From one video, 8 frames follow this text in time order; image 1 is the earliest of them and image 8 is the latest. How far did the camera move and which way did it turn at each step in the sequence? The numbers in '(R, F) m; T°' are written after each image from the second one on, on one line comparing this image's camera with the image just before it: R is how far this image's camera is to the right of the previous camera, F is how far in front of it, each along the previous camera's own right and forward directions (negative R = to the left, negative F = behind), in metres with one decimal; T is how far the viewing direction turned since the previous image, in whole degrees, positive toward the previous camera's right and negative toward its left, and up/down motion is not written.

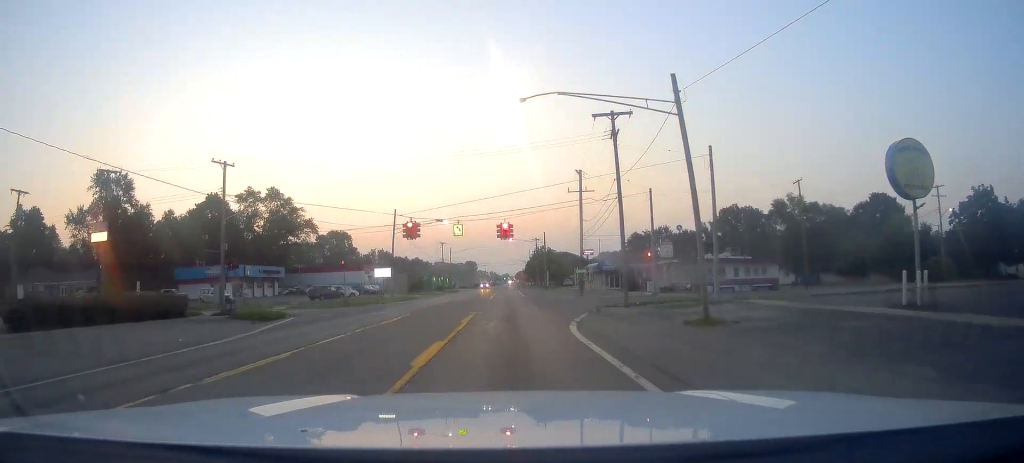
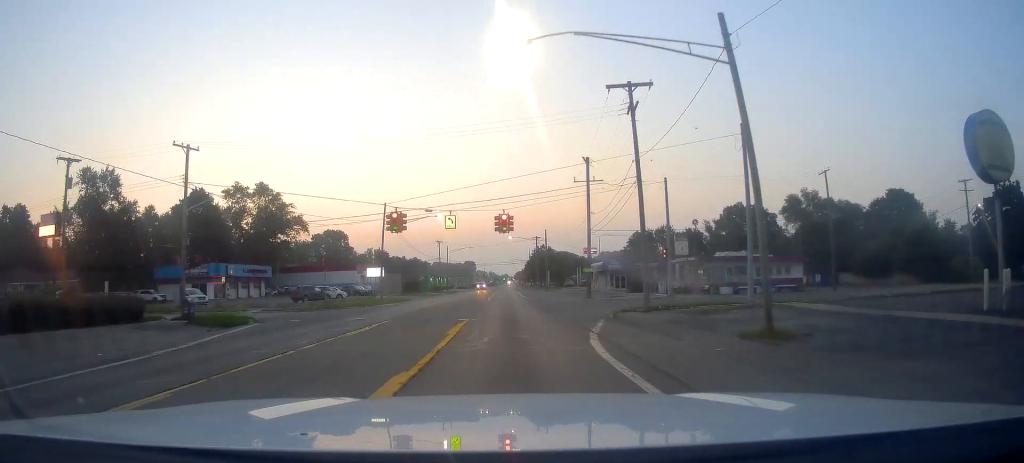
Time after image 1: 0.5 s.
(-0.1, +5.3) m; 0°
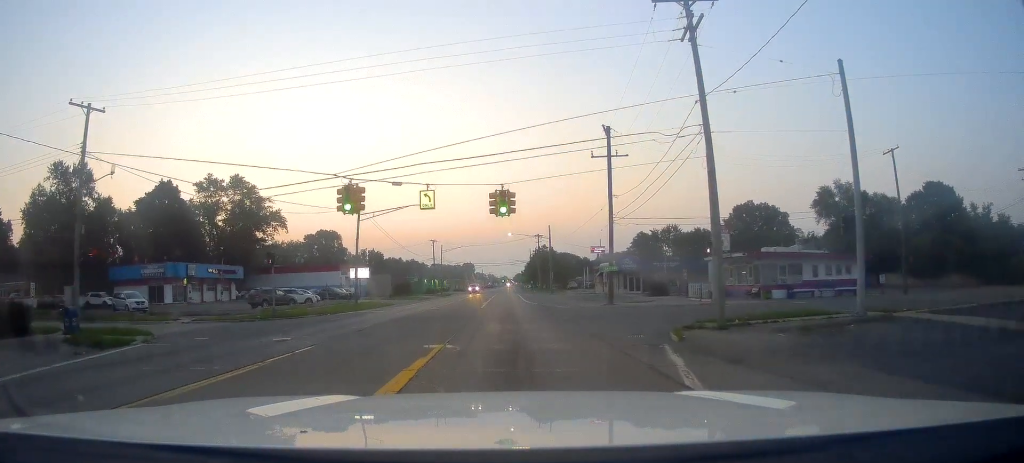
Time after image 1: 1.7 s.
(0.0, +10.7) m; +3°
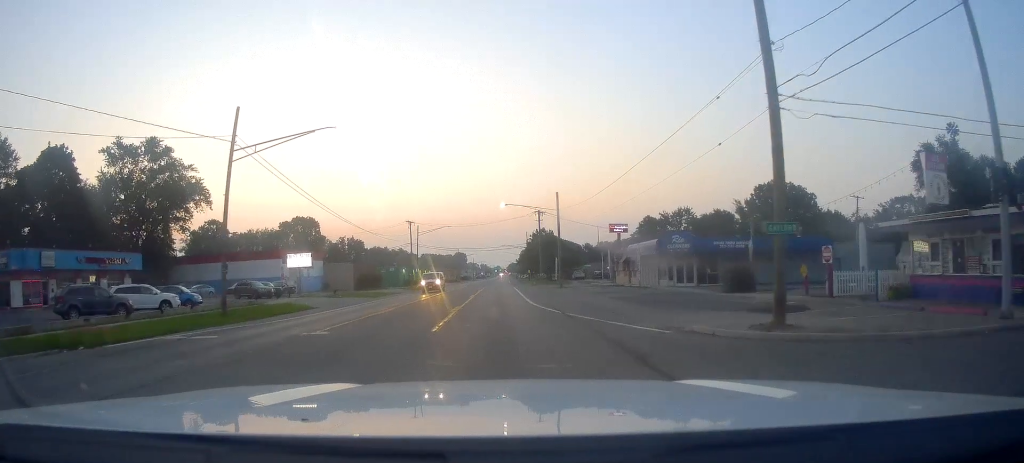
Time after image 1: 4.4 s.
(+0.3, +22.7) m; +1°
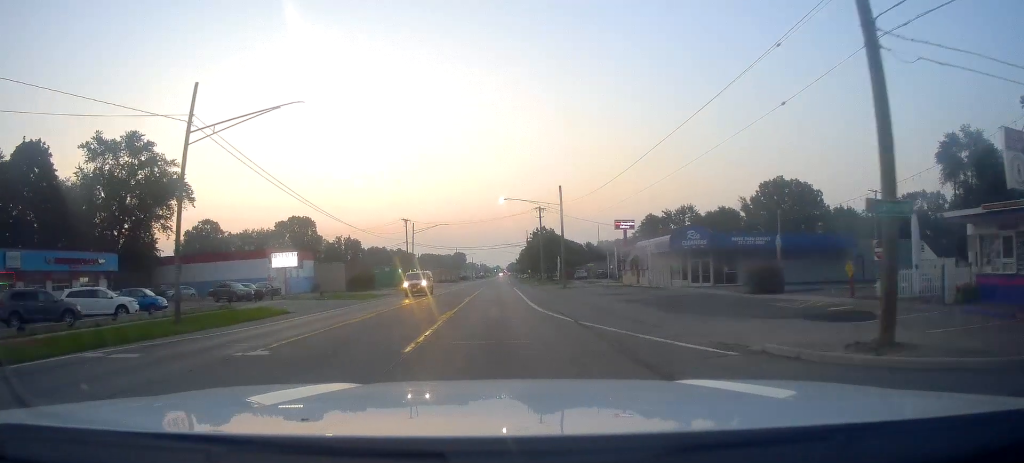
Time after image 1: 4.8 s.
(+0.2, +3.9) m; 0°
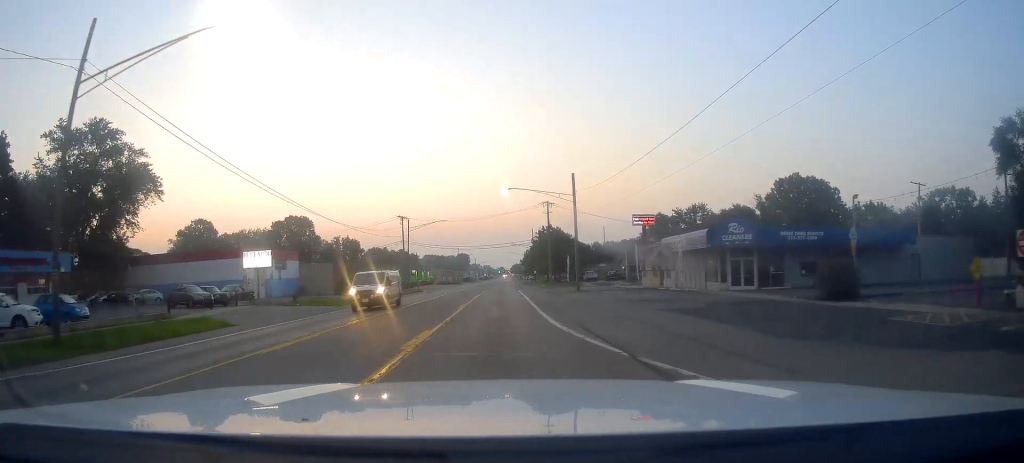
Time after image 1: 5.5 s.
(-0.3, +7.9) m; -1°
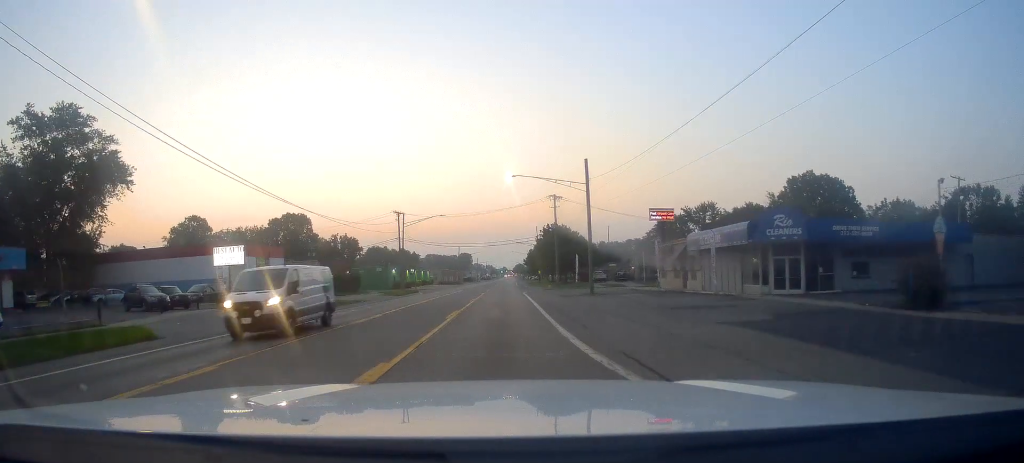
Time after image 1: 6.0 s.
(-0.1, +6.3) m; -1°
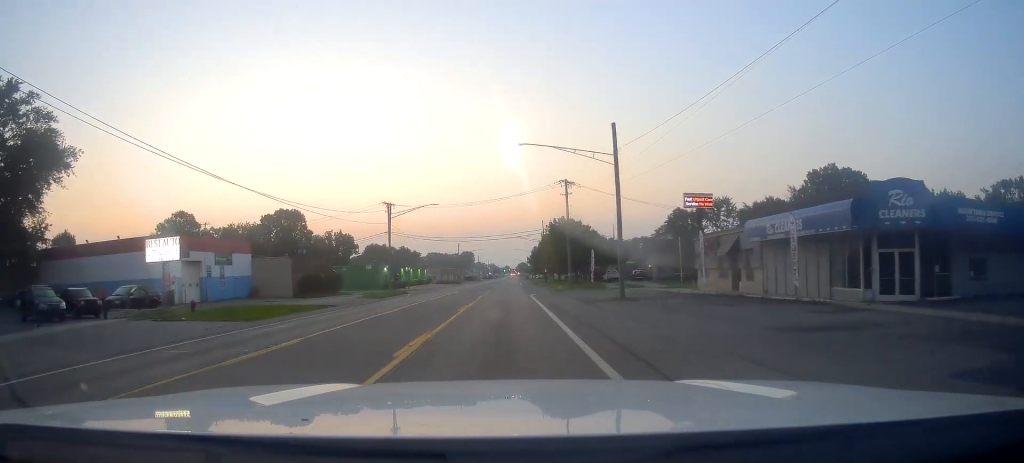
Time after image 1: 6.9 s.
(0.0, +10.4) m; 0°
